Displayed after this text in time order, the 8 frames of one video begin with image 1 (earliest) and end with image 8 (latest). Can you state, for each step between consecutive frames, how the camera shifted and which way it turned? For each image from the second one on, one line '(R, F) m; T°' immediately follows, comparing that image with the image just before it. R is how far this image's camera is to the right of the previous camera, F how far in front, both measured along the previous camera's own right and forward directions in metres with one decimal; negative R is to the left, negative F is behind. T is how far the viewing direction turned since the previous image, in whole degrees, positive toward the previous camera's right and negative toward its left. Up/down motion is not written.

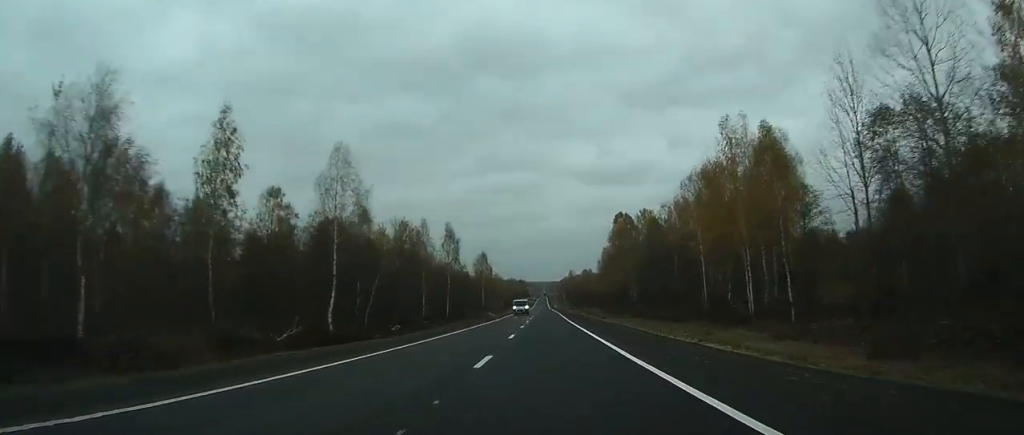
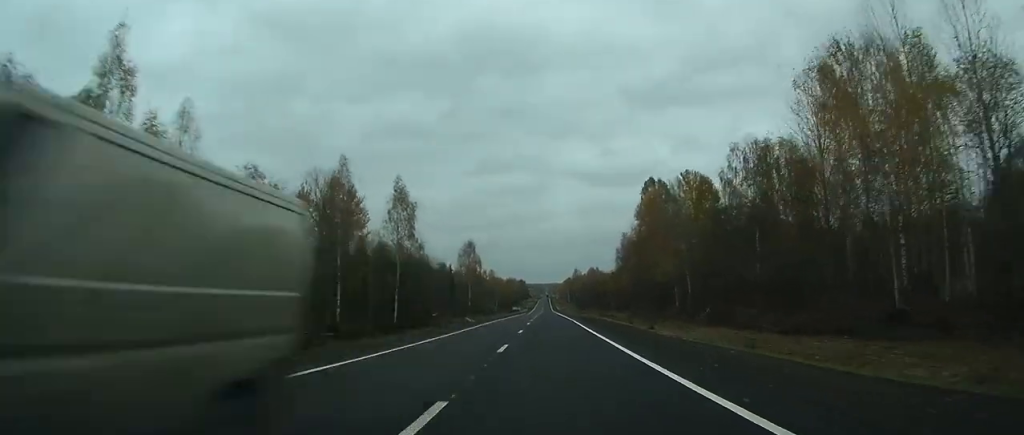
(-0.1, +45.4) m; 0°
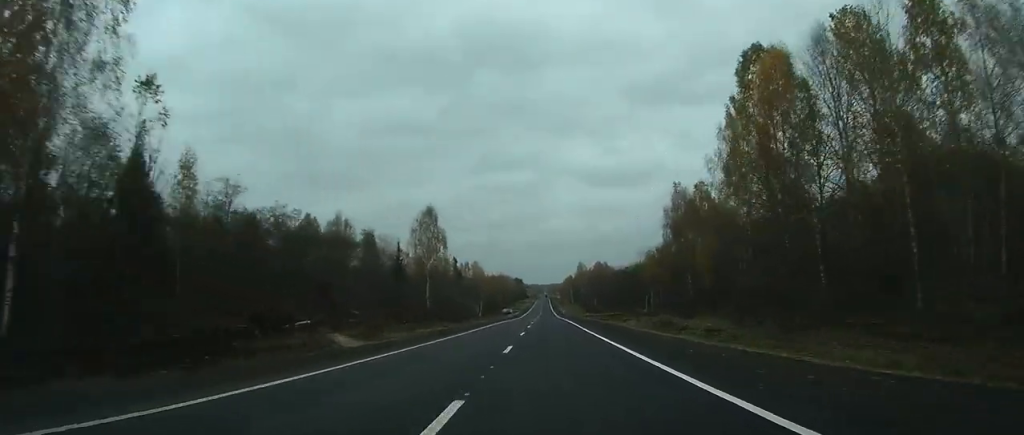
(-0.1, +61.9) m; 0°
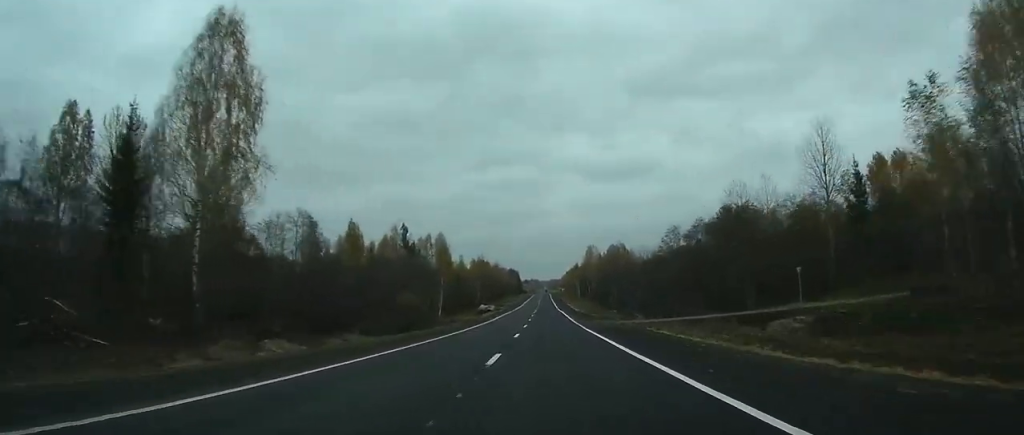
(+0.2, +75.3) m; 0°
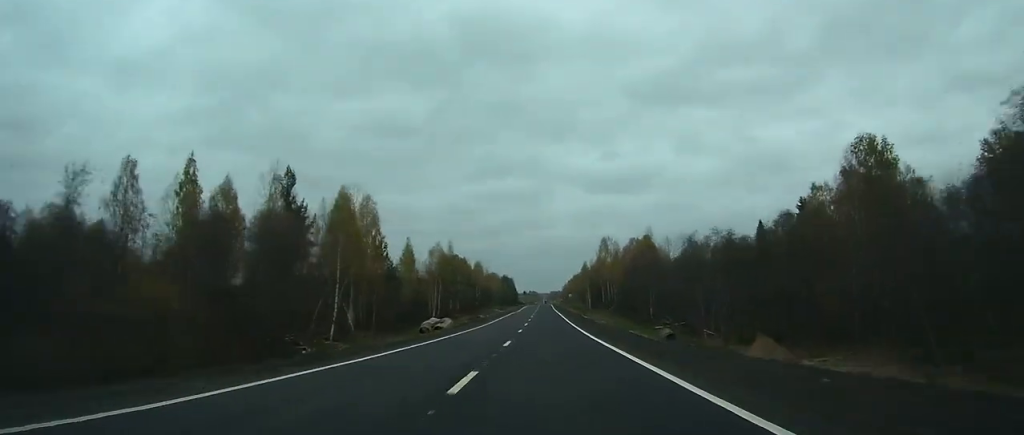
(-0.1, +61.3) m; 0°
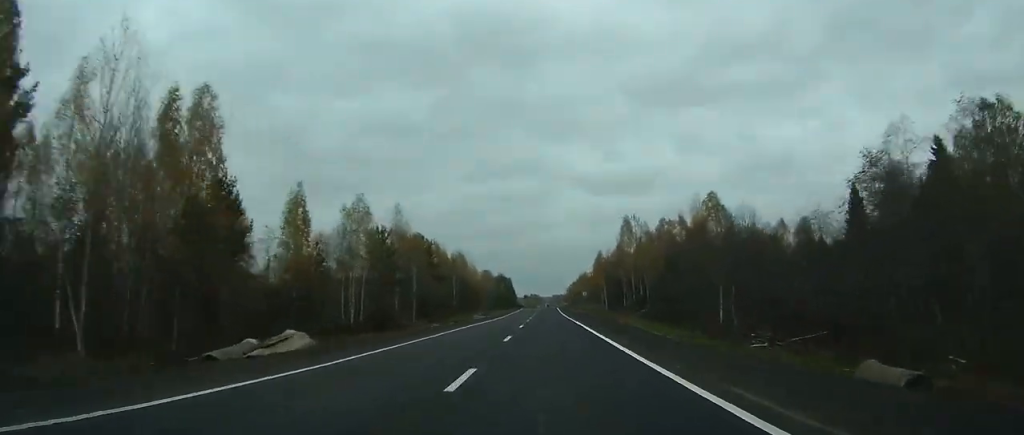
(-0.1, +46.1) m; 0°
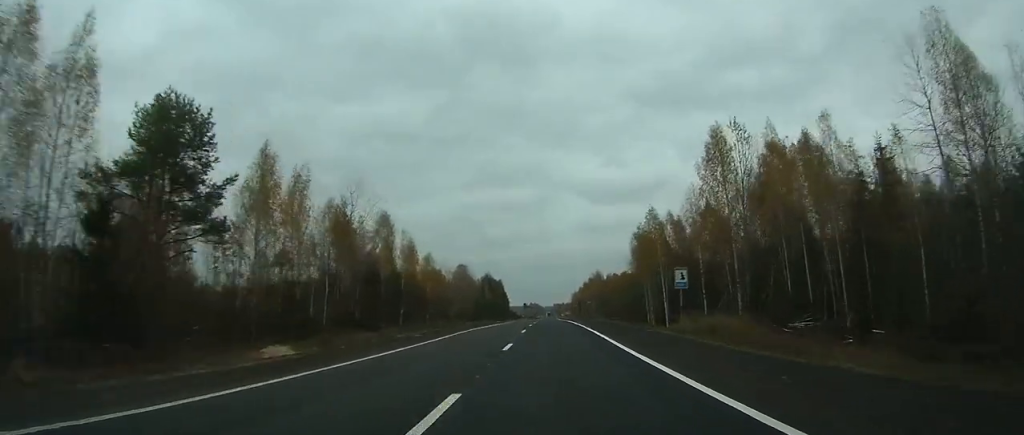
(-0.1, +76.0) m; 0°
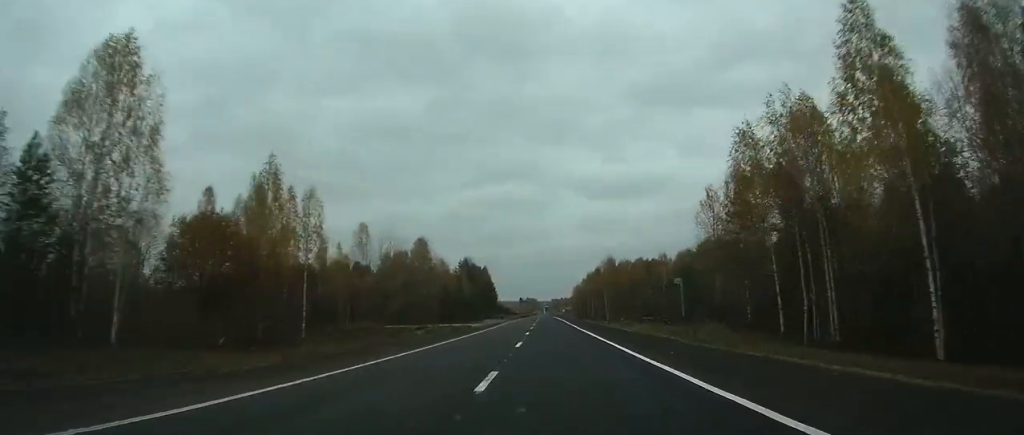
(0.0, +55.0) m; 0°
